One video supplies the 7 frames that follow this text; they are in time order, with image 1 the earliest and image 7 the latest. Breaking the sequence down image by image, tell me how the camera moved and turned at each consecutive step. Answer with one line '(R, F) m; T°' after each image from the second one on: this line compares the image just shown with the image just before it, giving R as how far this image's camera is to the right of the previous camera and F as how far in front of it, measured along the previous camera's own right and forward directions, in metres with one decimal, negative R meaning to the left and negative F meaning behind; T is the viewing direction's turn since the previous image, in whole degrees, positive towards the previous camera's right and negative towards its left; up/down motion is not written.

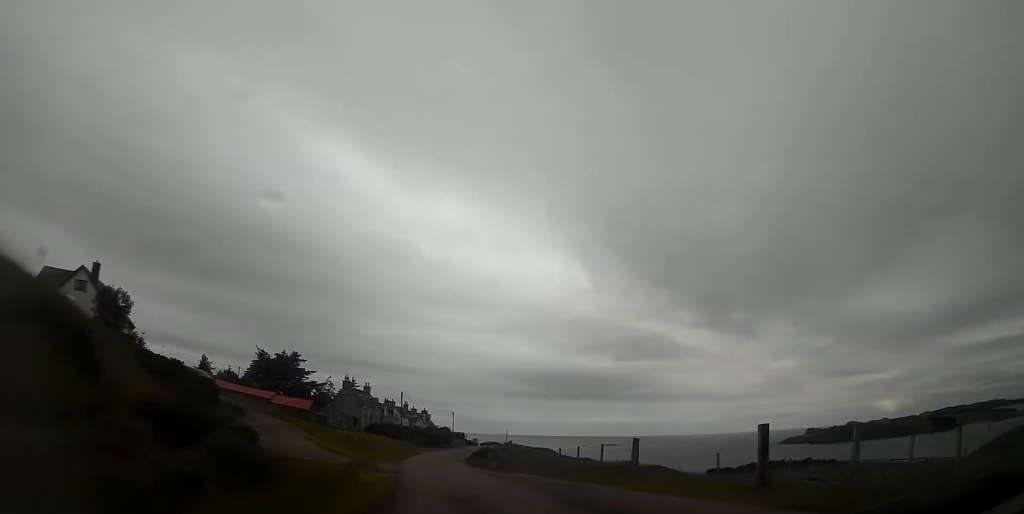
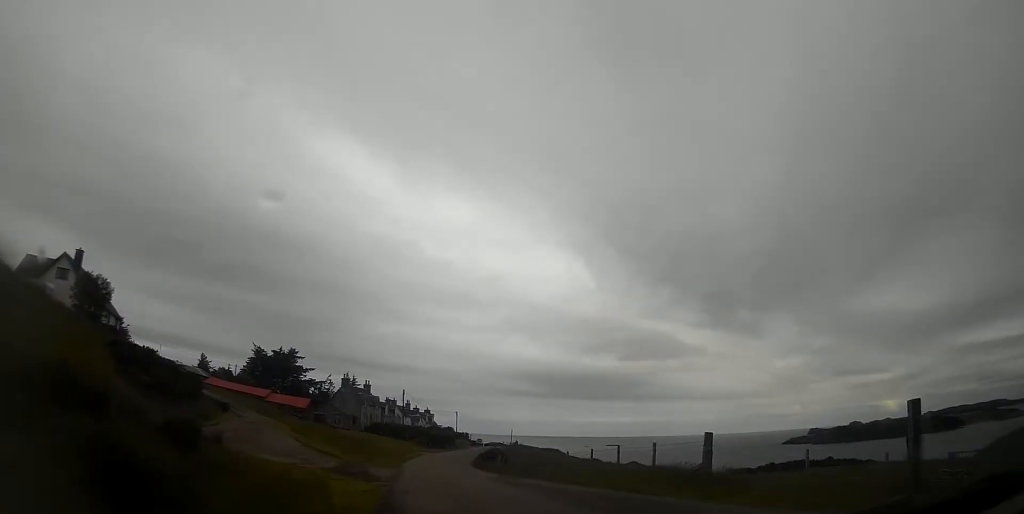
(0.0, +4.9) m; 0°
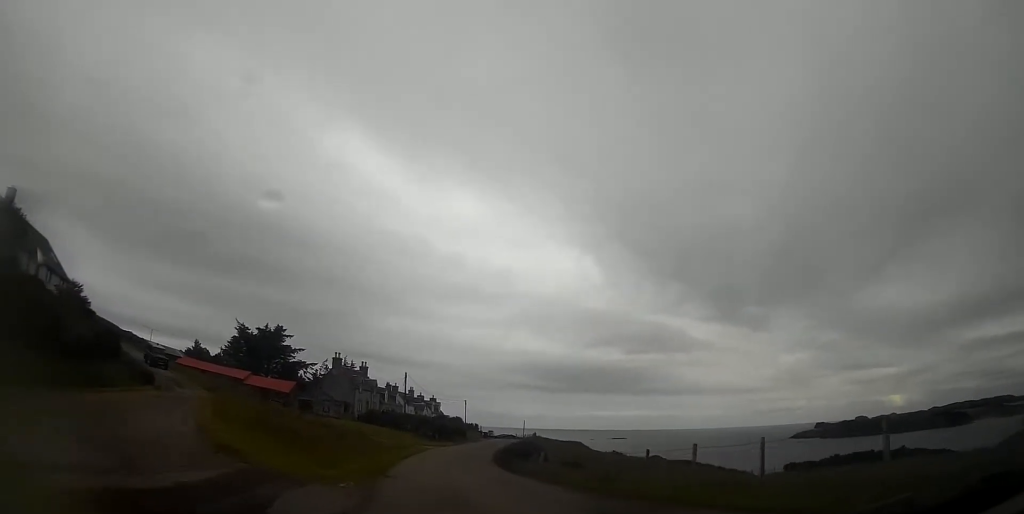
(-0.2, +15.5) m; -1°
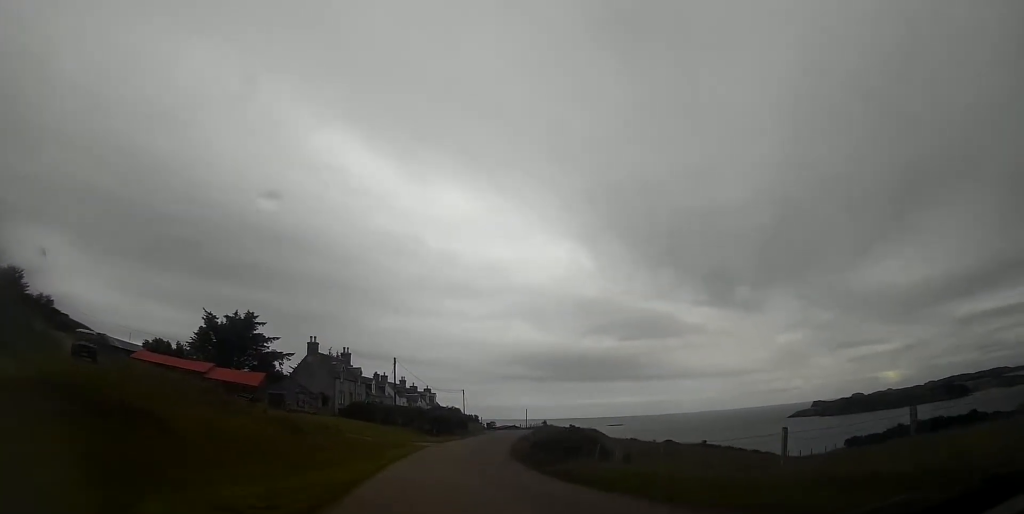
(0.0, +13.5) m; +1°
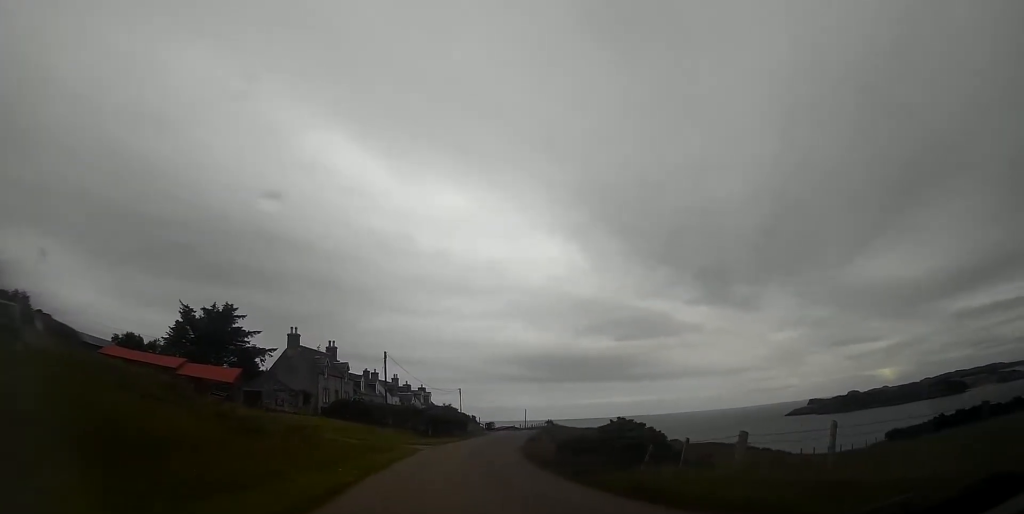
(+0.1, +7.7) m; +1°
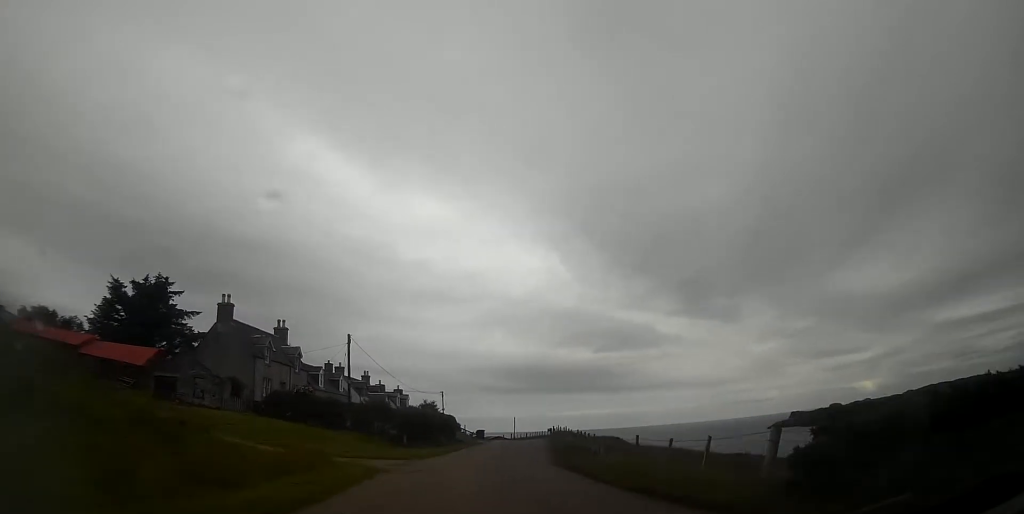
(+0.3, +17.3) m; +3°
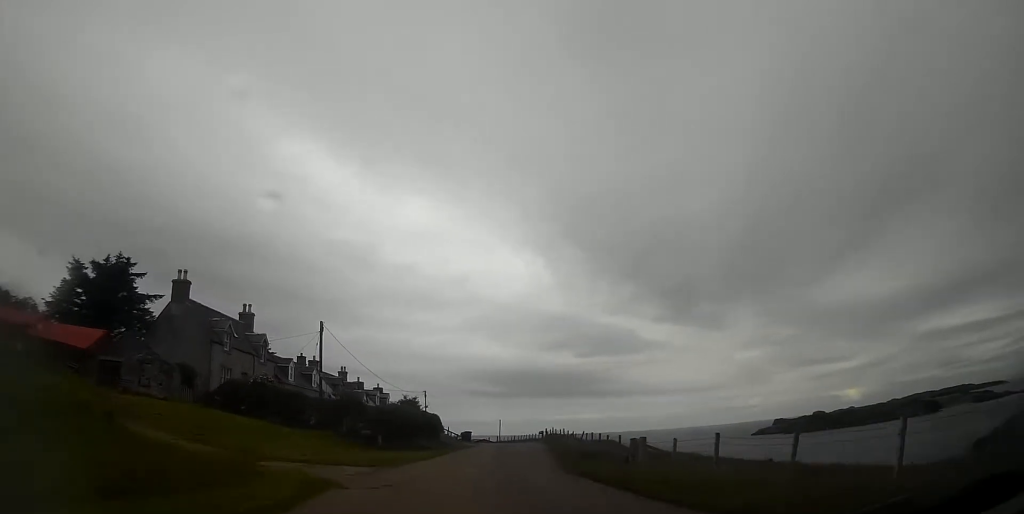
(0.0, +6.4) m; +2°
